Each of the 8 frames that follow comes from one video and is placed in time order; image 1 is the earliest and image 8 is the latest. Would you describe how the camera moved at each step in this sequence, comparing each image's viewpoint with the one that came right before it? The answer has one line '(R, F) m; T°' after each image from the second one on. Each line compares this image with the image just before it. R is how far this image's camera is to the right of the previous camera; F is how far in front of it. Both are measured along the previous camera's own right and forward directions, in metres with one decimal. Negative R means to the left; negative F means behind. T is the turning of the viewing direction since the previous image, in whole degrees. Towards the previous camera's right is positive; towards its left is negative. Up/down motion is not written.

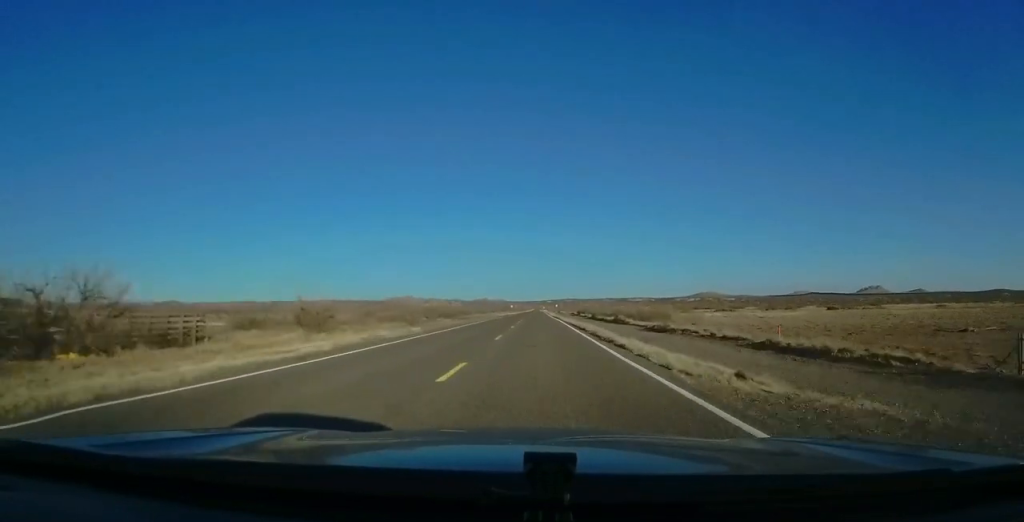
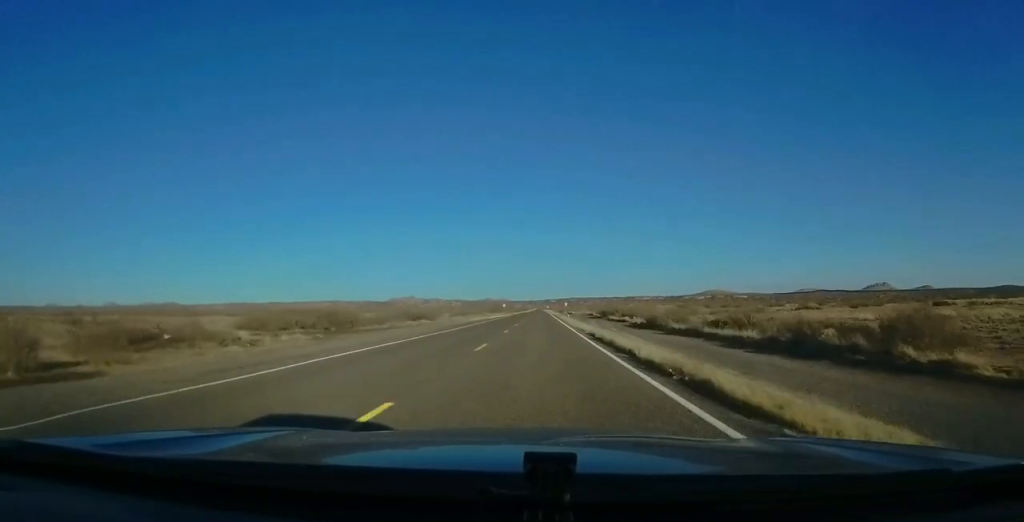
(-0.3, +66.1) m; -1°
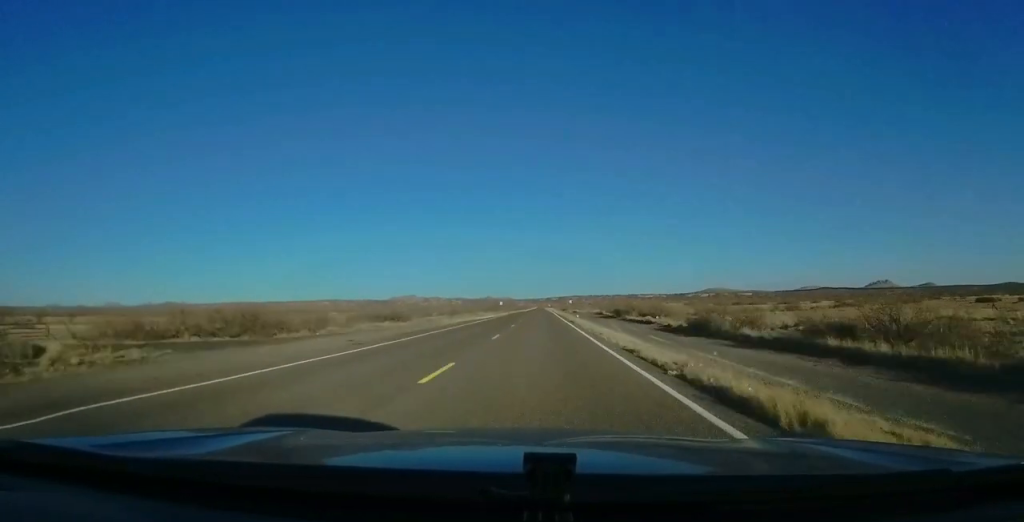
(-0.2, +19.5) m; -1°
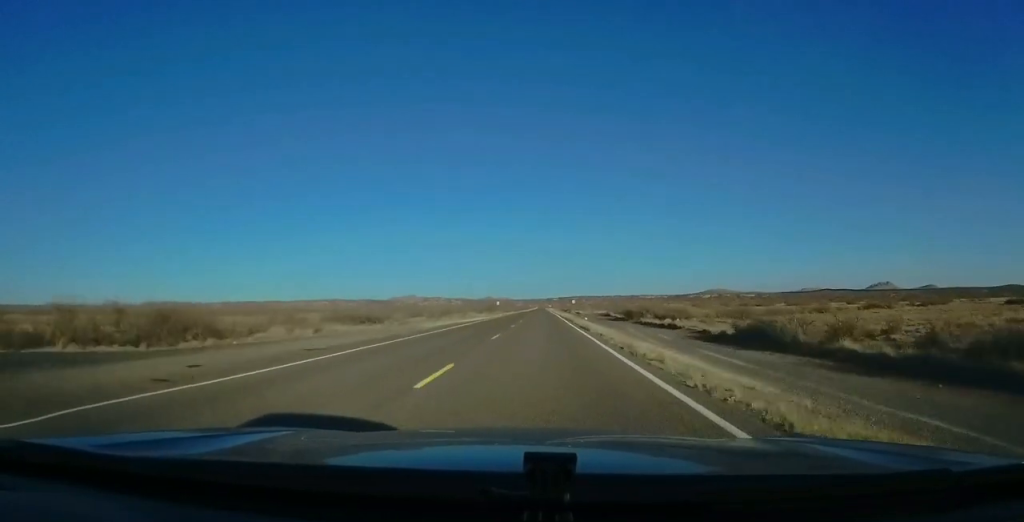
(0.0, +12.7) m; 0°
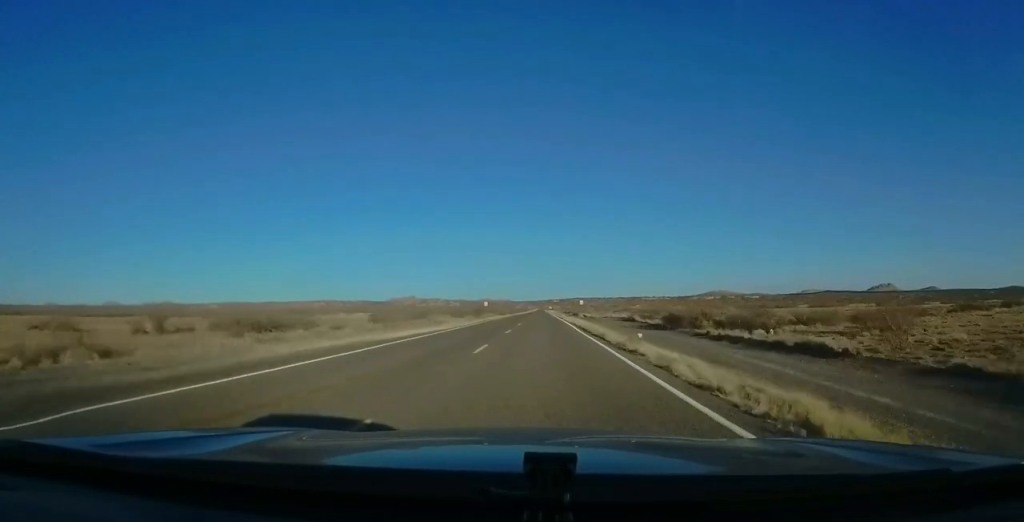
(0.0, +30.3) m; 0°
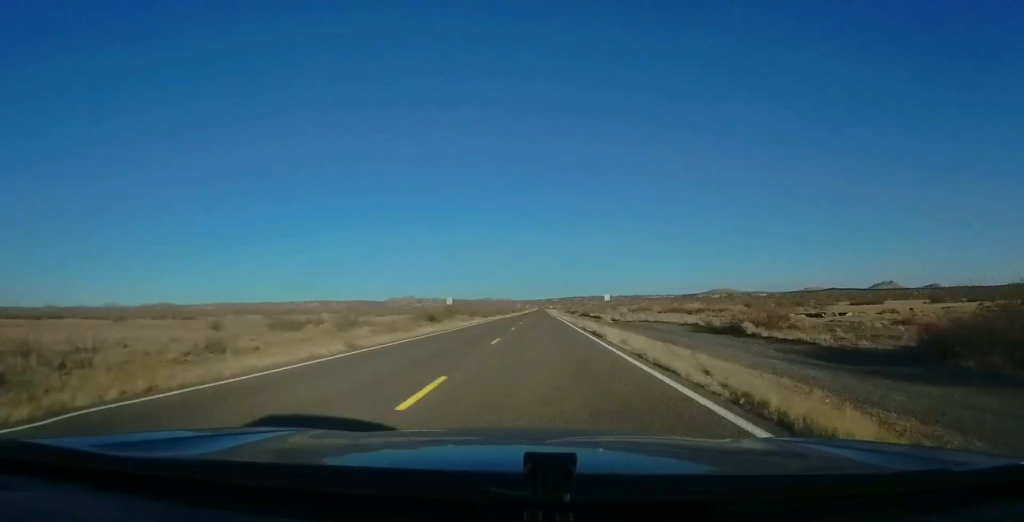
(+0.8, +44.9) m; +1°
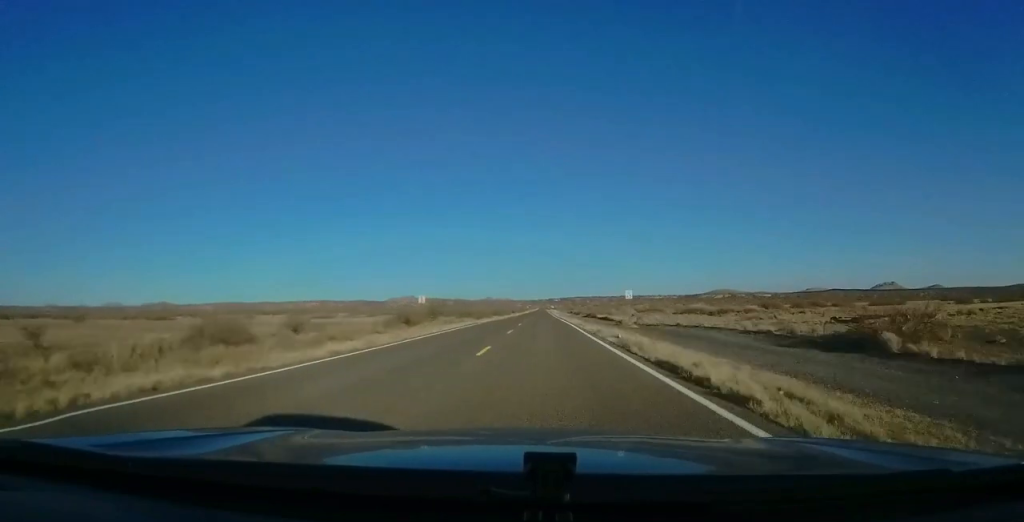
(-0.4, +16.6) m; -1°
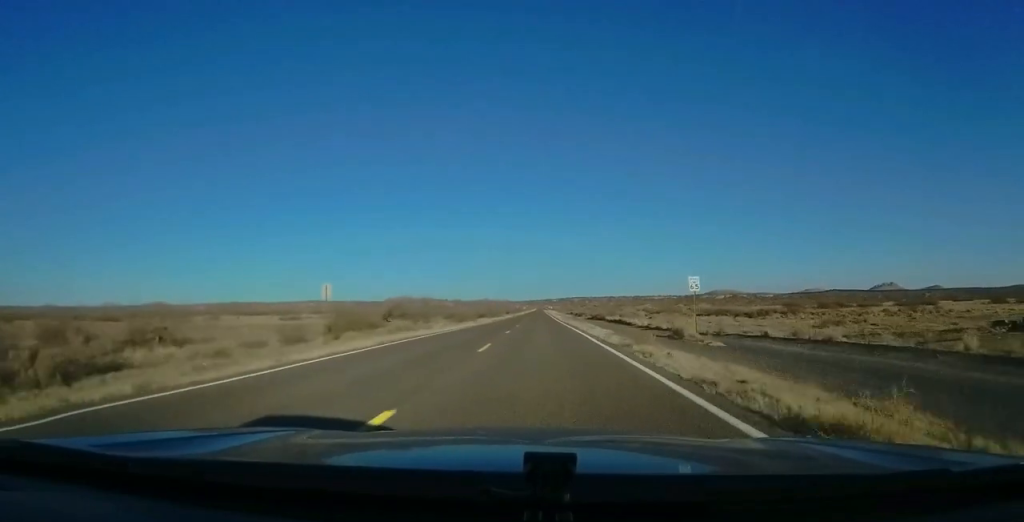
(-0.2, +23.5) m; 0°
